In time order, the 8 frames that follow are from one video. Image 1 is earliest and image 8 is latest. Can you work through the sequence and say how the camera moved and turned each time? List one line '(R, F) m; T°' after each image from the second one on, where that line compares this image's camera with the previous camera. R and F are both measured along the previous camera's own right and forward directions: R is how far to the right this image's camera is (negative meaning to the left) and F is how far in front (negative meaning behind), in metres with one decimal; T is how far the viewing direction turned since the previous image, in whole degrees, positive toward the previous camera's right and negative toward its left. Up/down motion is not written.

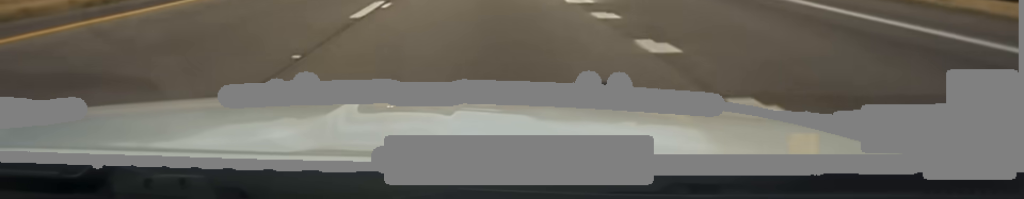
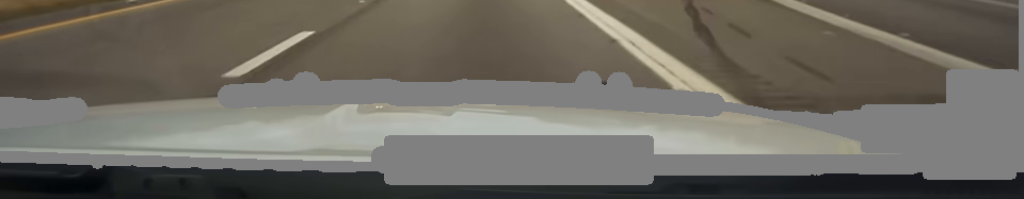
(0.0, +46.8) m; 0°
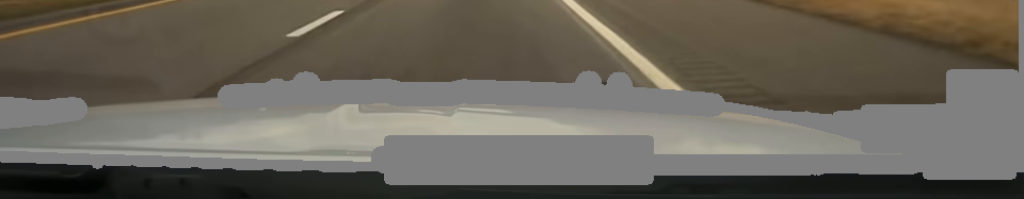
(0.0, +60.7) m; 0°
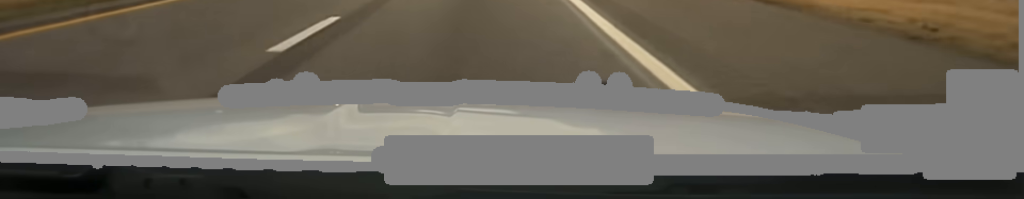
(0.0, +27.5) m; 0°
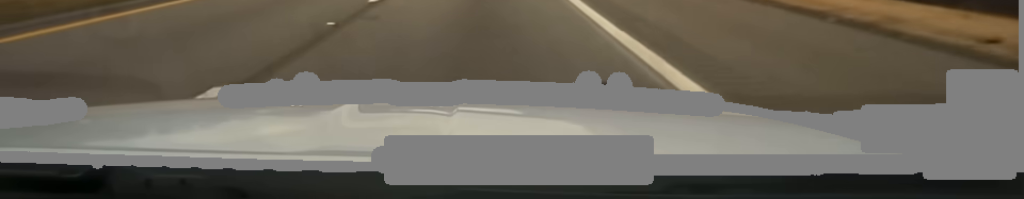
(-0.1, +41.0) m; 0°
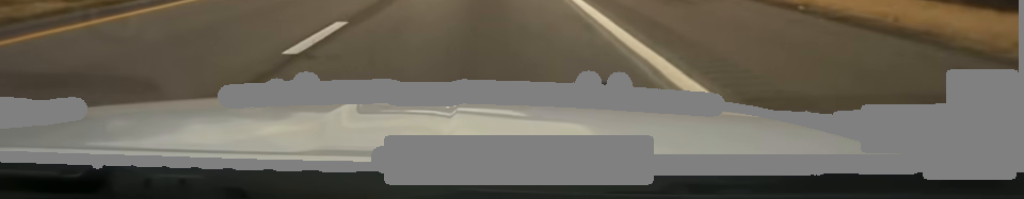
(+0.1, +27.7) m; 0°
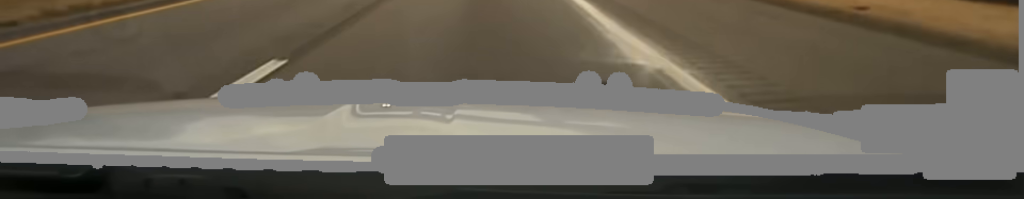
(0.0, +71.1) m; 0°
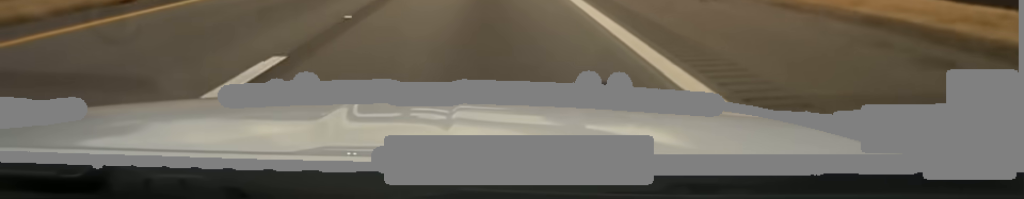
(+0.1, +37.0) m; 0°
